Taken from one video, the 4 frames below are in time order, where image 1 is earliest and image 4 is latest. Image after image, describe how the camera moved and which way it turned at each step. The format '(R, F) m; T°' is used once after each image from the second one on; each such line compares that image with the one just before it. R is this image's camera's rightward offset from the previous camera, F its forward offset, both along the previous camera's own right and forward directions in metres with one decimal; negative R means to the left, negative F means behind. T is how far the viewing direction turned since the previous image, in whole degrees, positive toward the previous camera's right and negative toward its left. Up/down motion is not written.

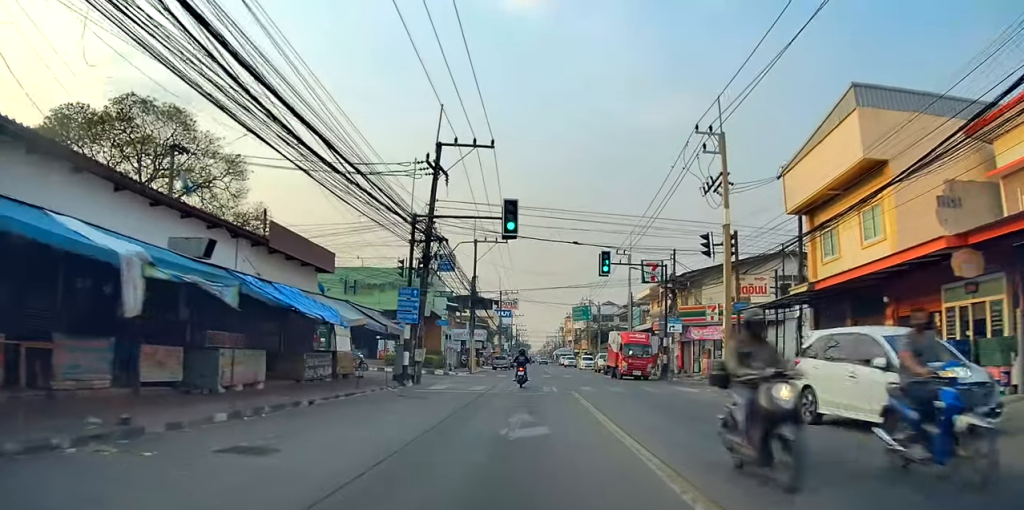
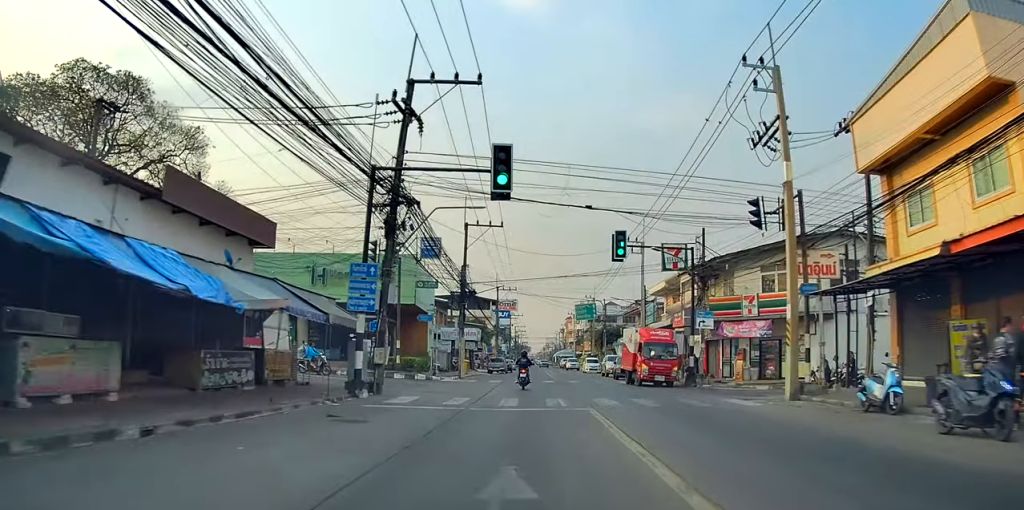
(-0.5, +6.5) m; 0°
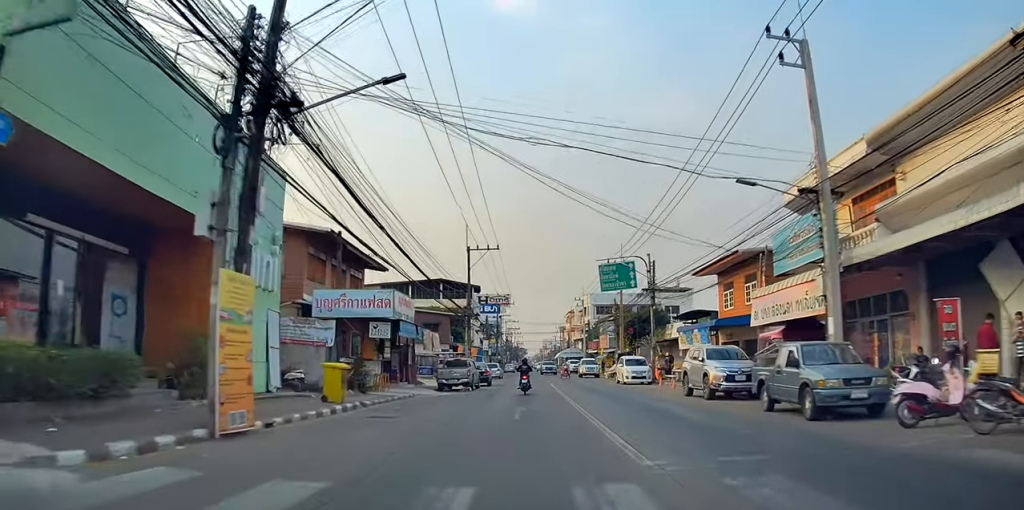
(-0.6, +31.8) m; -2°
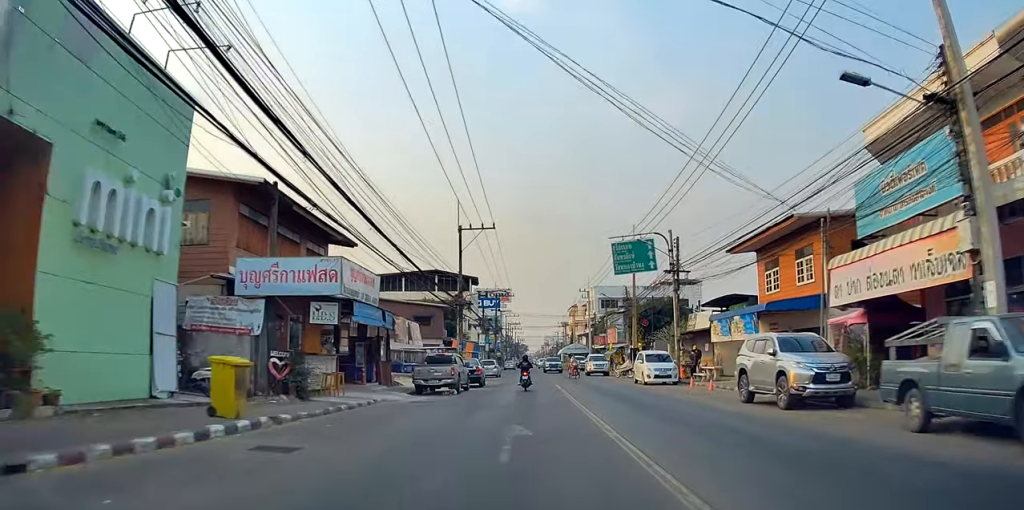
(-0.2, +6.6) m; +3°
